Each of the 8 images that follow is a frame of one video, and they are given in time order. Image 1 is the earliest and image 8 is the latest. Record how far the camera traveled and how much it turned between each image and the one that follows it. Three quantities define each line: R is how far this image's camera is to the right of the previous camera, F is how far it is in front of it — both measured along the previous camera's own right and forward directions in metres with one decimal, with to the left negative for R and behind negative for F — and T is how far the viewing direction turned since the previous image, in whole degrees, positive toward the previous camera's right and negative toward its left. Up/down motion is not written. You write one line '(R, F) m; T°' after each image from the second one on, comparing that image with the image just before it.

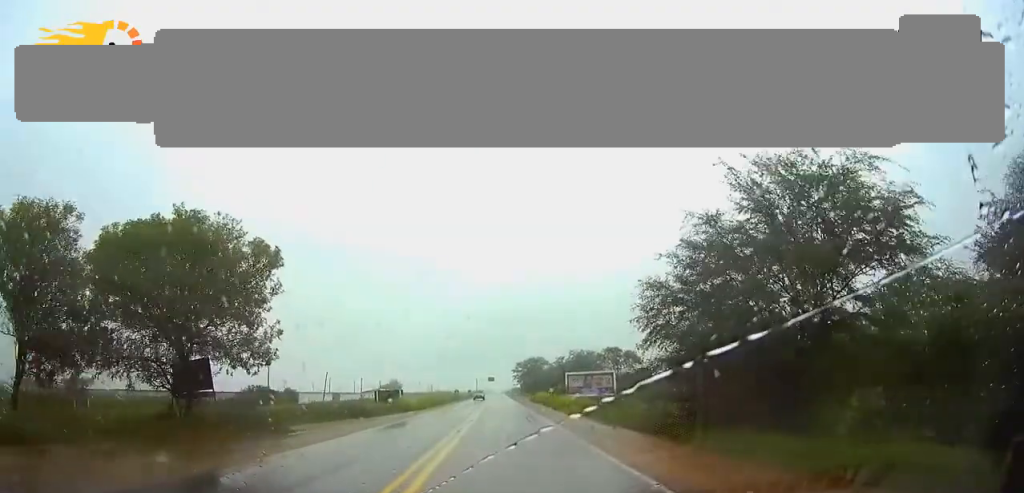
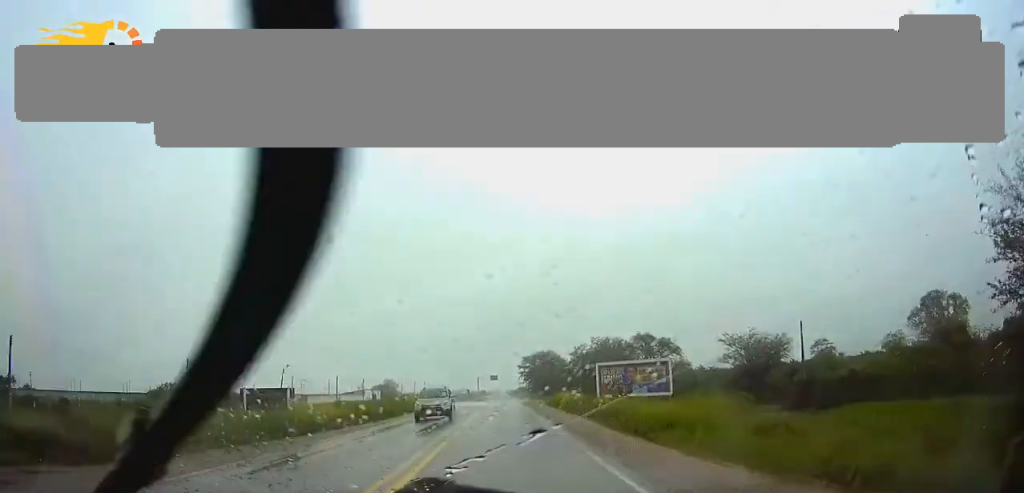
(0.0, +31.5) m; 0°
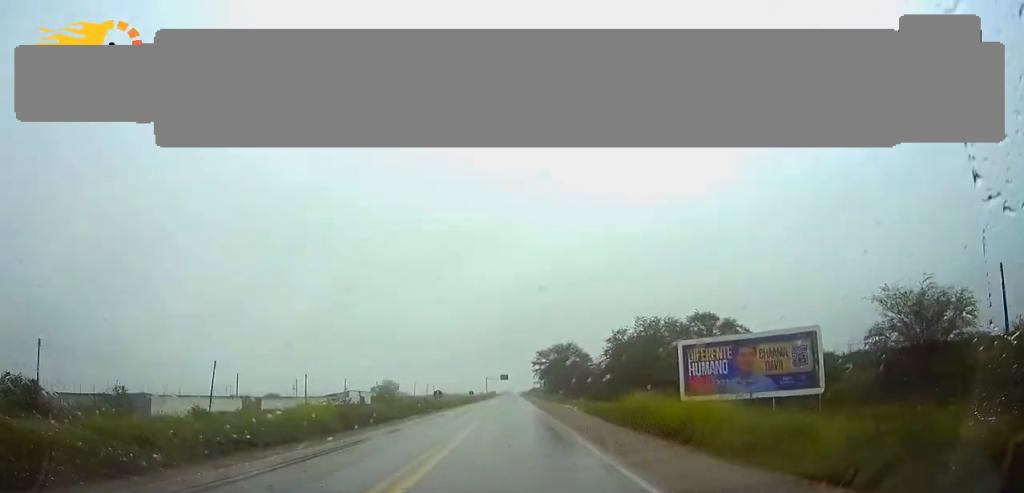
(-0.3, +31.9) m; -1°
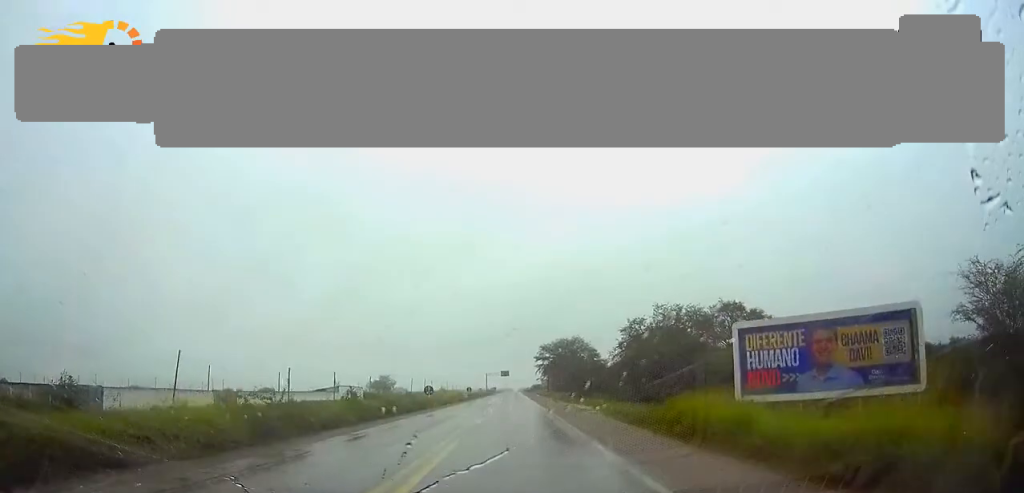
(0.0, +10.1) m; 0°
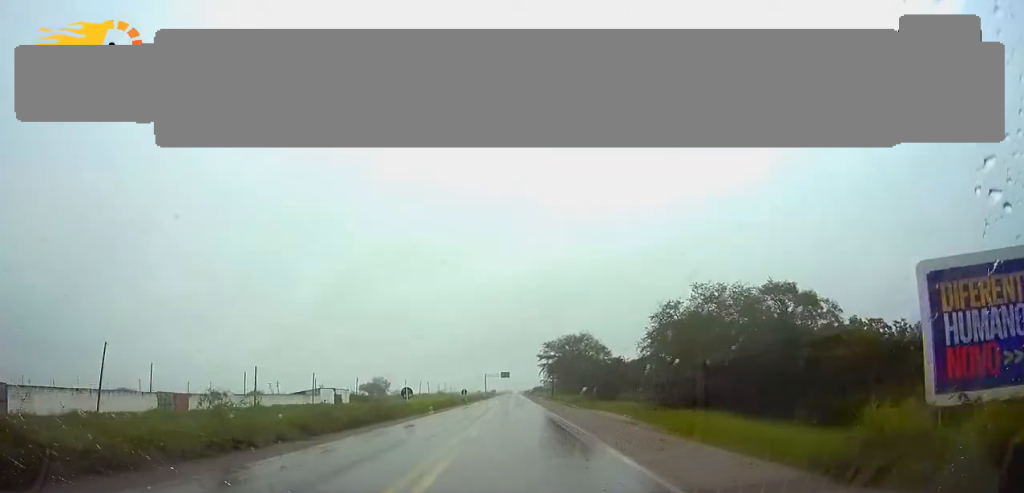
(0.0, +15.6) m; 0°
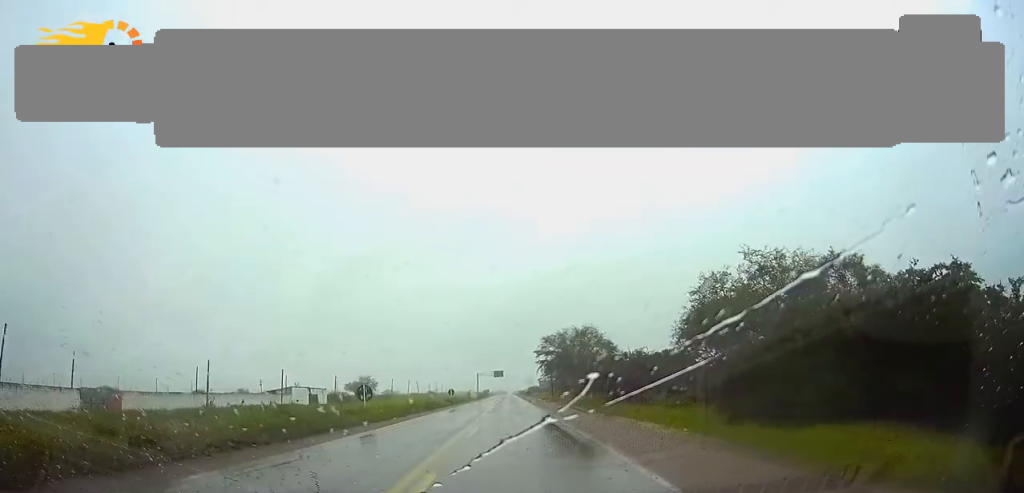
(0.0, +14.7) m; 0°
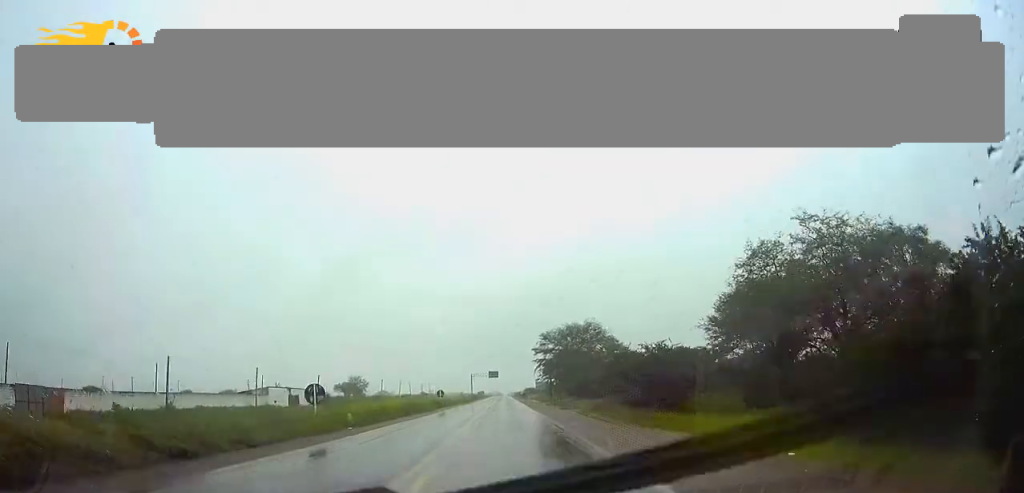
(-0.1, +9.9) m; 0°
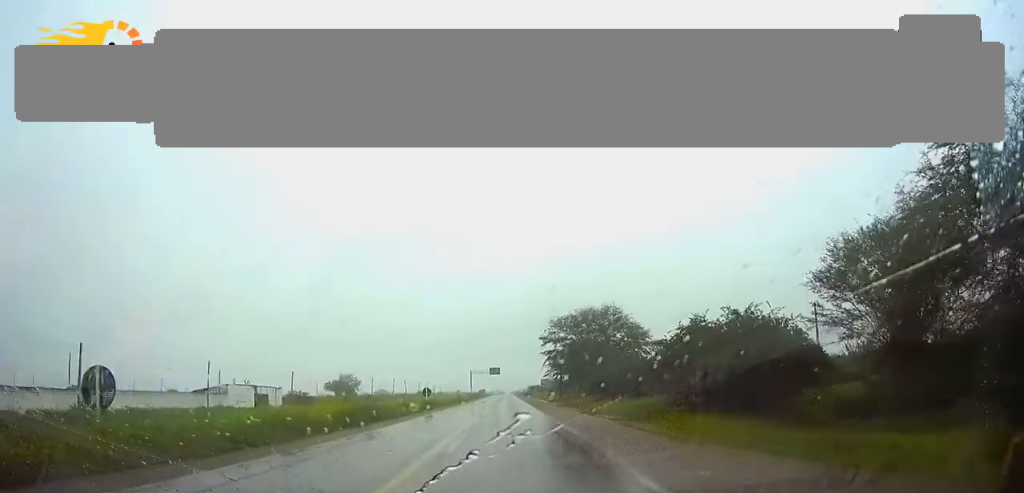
(+0.1, +18.3) m; 0°
